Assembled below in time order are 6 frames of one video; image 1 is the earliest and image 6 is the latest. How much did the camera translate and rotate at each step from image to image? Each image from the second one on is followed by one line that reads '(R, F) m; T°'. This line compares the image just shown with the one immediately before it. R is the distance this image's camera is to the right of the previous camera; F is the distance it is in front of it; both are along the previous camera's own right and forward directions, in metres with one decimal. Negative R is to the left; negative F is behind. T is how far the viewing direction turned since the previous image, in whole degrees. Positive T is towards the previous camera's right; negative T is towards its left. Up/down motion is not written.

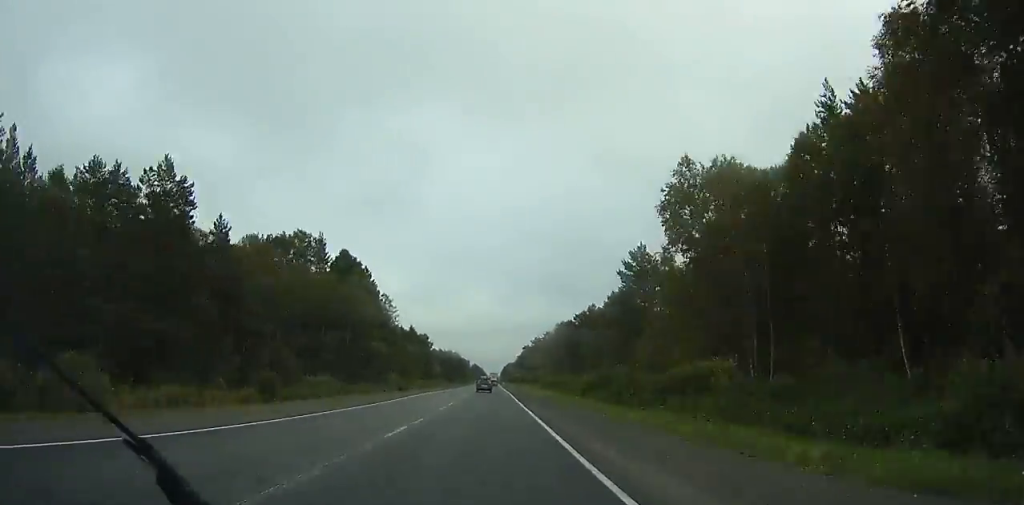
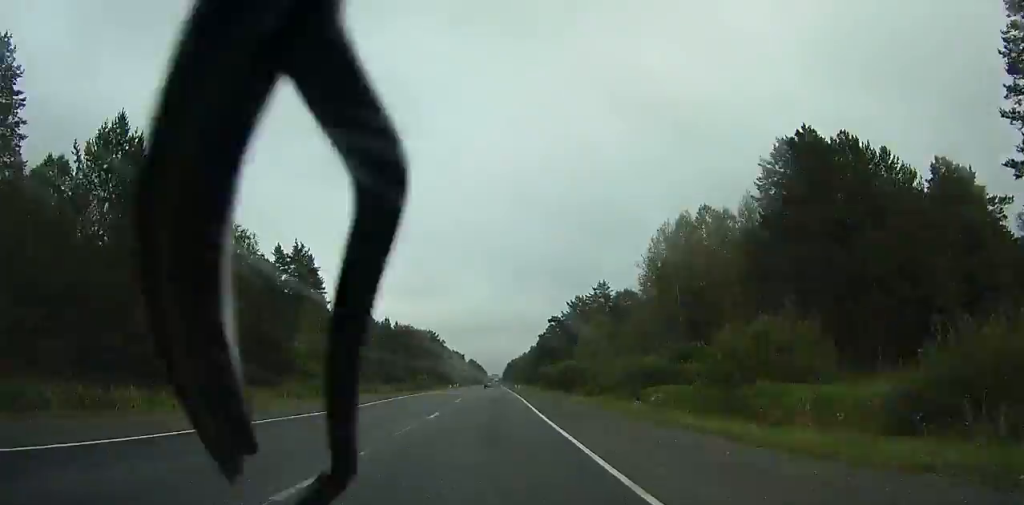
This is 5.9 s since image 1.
(-0.3, +127.2) m; 0°
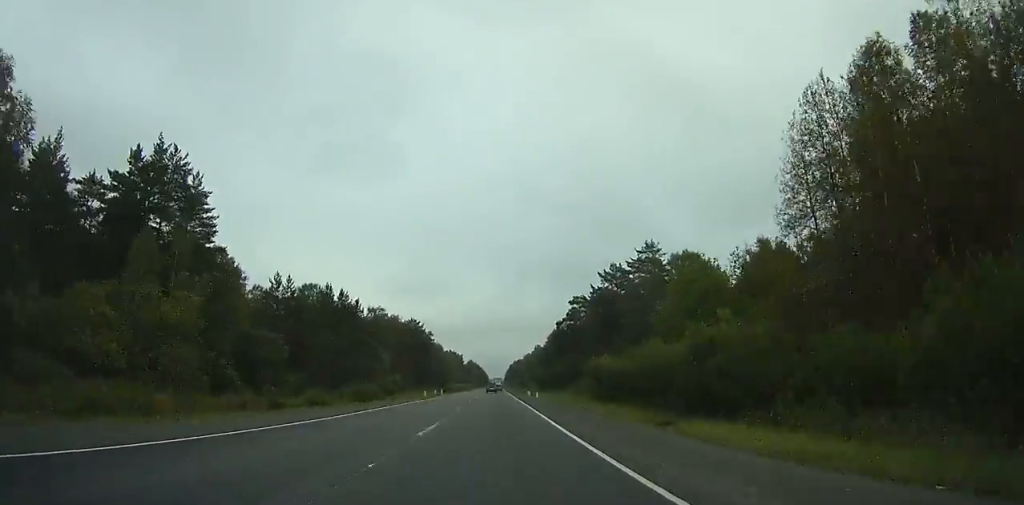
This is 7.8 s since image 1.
(+0.1, +41.5) m; 0°
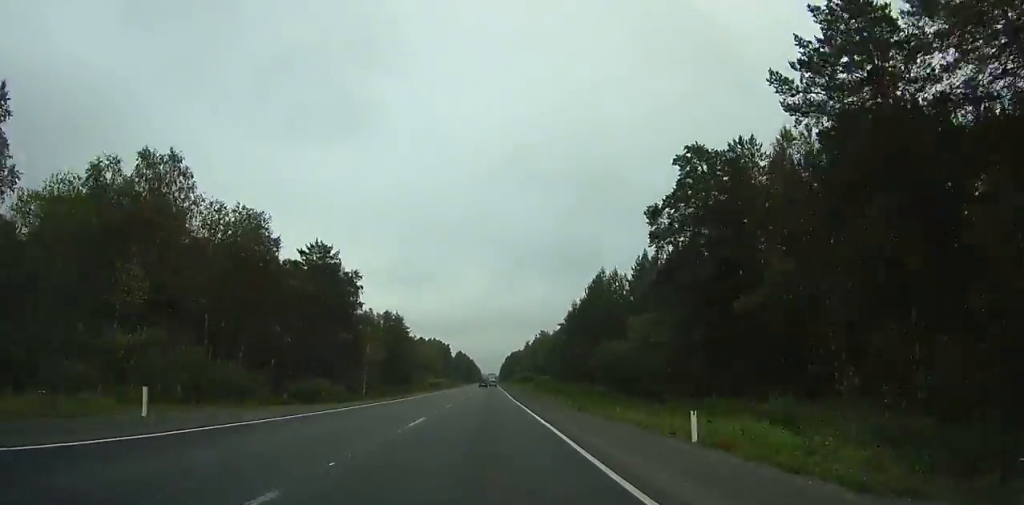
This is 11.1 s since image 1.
(+0.1, +72.8) m; -1°
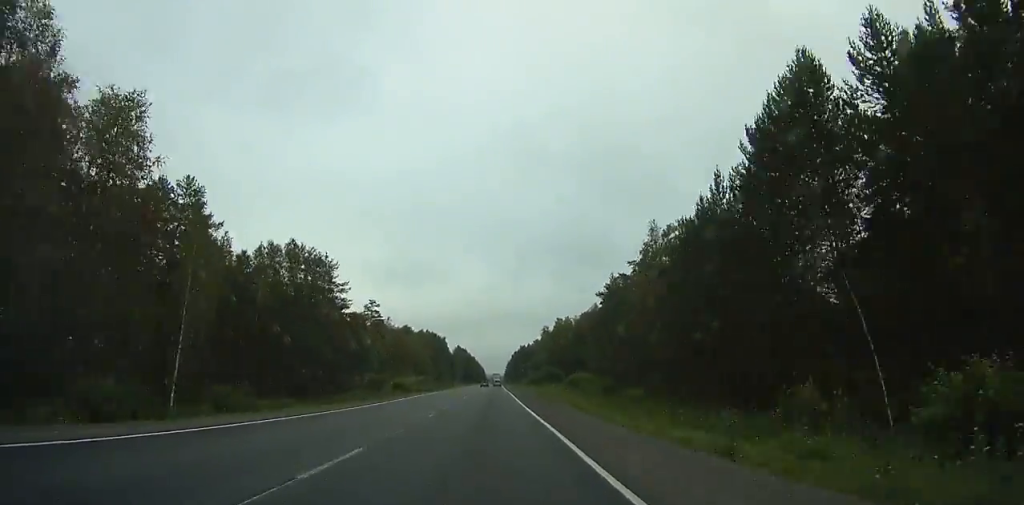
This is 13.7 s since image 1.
(-0.6, +58.2) m; -1°
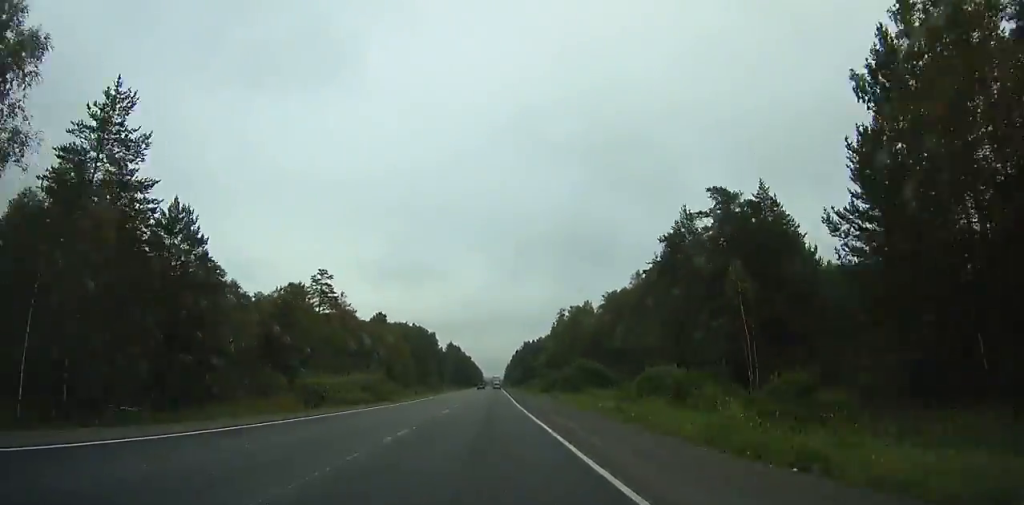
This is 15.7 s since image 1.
(0.0, +44.8) m; 0°
